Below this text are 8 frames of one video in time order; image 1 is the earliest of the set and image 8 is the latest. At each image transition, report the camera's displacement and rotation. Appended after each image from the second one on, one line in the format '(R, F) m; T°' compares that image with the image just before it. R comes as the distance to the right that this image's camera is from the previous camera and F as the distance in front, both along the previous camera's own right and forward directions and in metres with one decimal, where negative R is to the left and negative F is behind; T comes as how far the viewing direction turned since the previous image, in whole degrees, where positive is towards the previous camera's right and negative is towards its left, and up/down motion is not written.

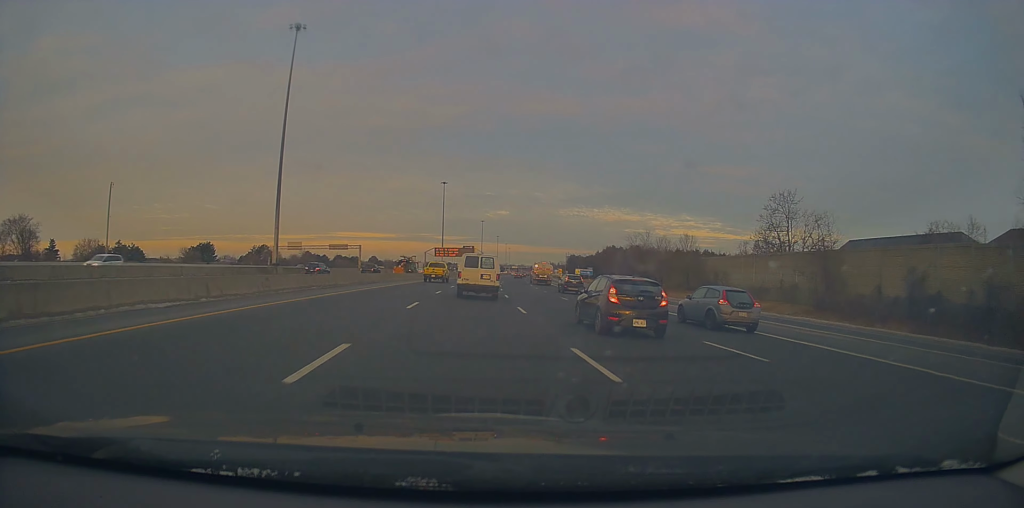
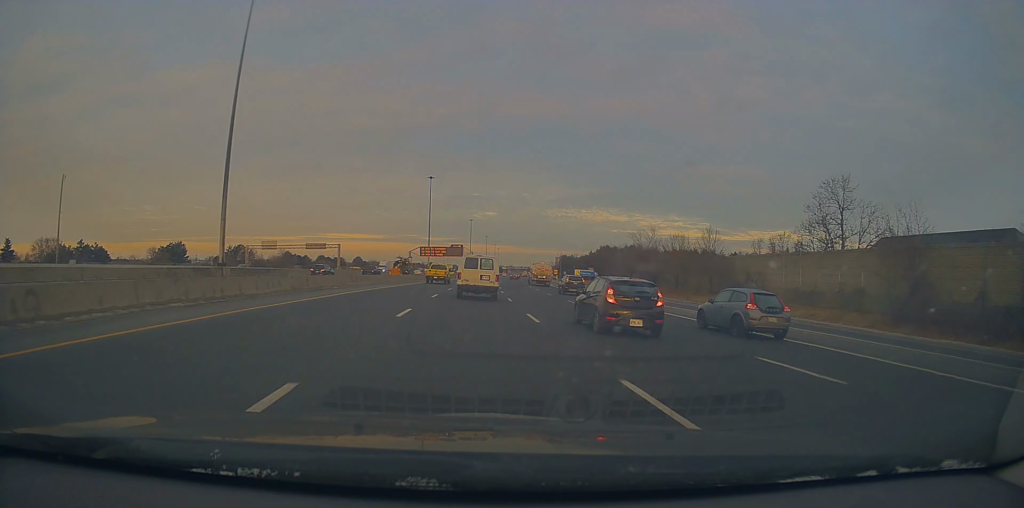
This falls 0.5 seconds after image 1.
(-0.6, +15.3) m; +1°
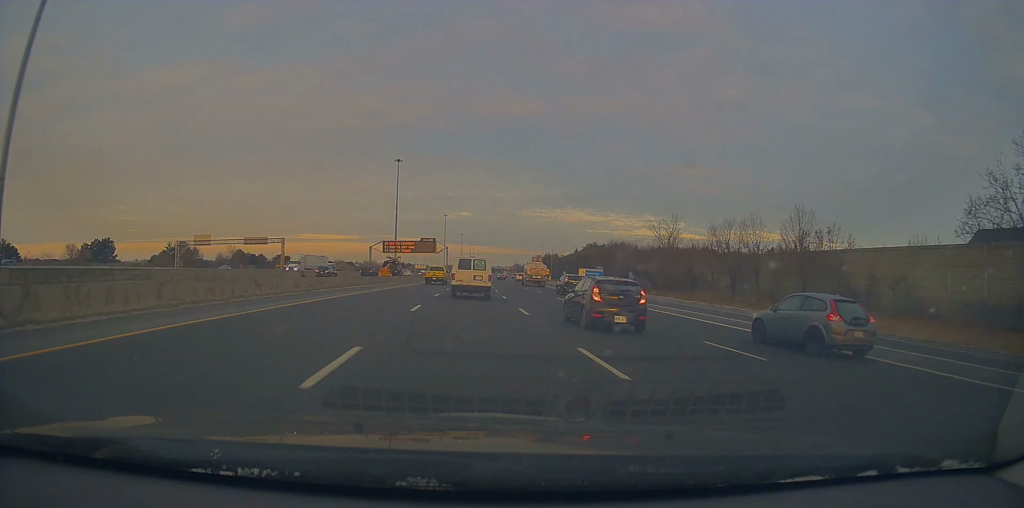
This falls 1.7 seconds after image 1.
(+1.2, +33.2) m; +3°
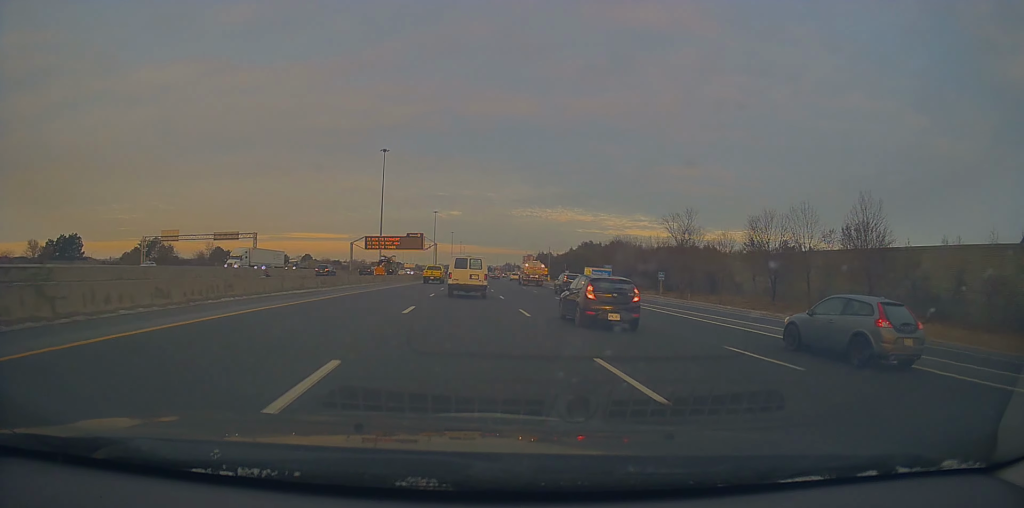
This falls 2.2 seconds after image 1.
(-0.1, +13.4) m; +1°
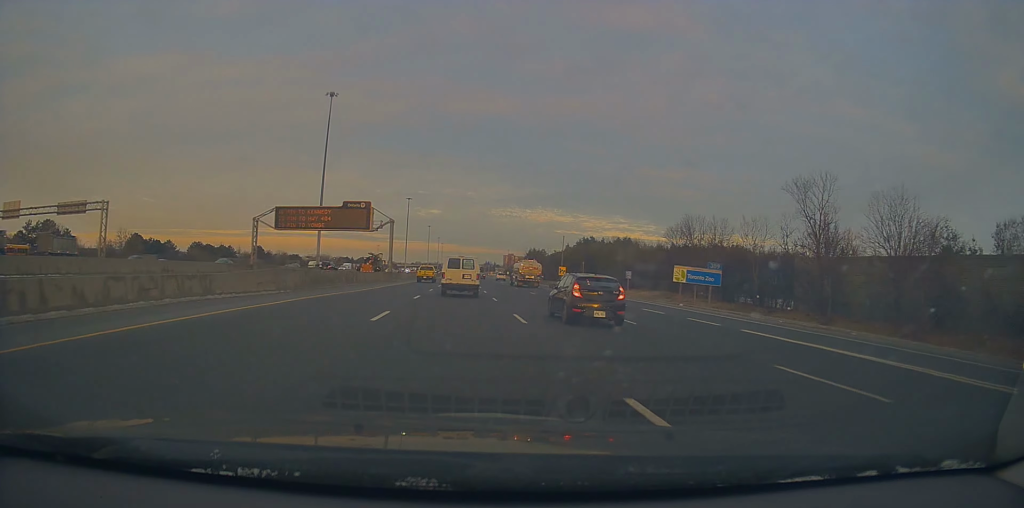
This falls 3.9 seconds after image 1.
(+1.1, +51.3) m; +3°
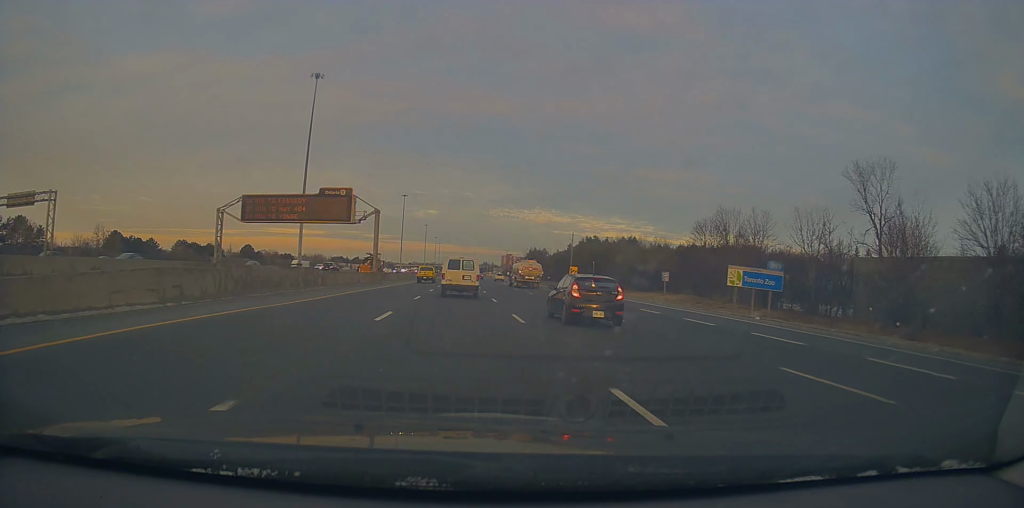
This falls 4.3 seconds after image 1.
(+0.1, +11.7) m; 0°
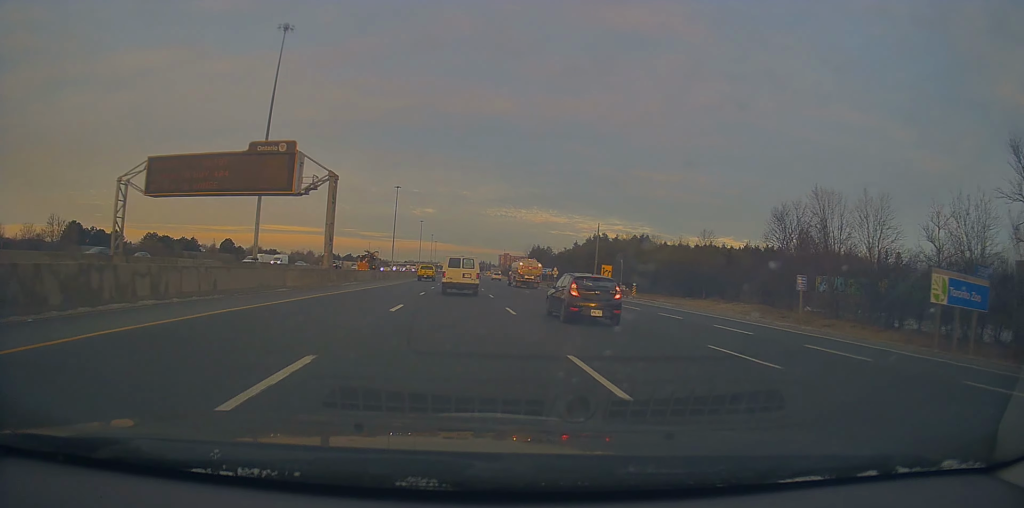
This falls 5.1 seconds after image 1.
(+0.1, +21.4) m; 0°
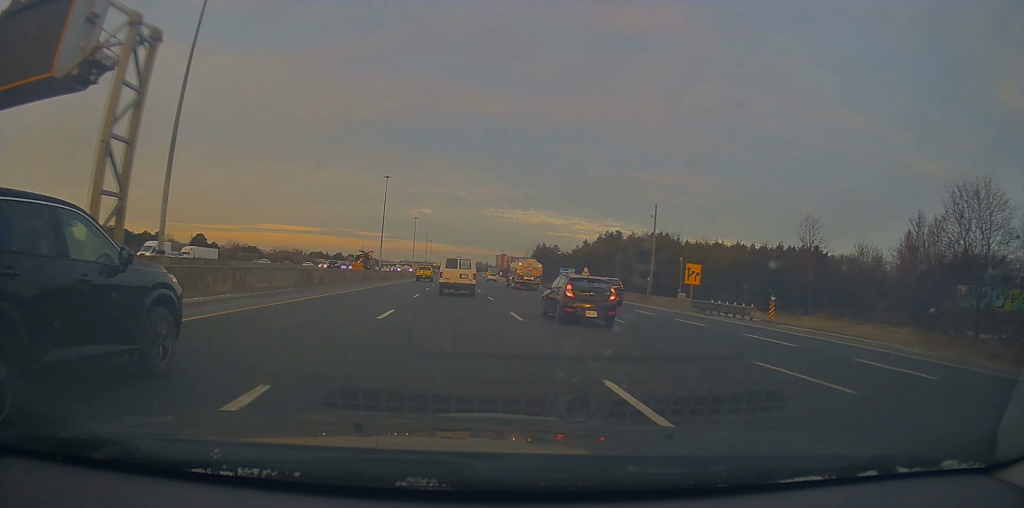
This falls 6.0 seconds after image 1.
(-0.1, +26.2) m; 0°
